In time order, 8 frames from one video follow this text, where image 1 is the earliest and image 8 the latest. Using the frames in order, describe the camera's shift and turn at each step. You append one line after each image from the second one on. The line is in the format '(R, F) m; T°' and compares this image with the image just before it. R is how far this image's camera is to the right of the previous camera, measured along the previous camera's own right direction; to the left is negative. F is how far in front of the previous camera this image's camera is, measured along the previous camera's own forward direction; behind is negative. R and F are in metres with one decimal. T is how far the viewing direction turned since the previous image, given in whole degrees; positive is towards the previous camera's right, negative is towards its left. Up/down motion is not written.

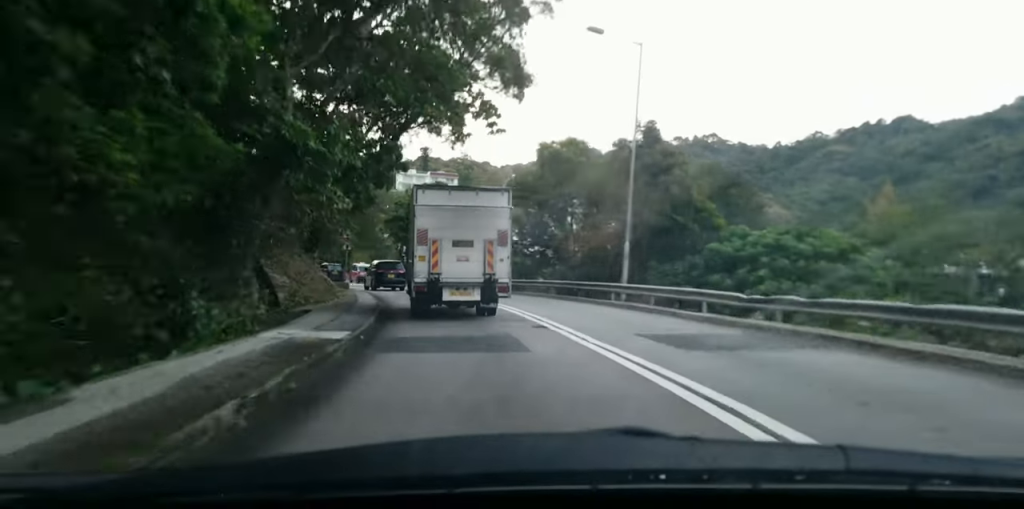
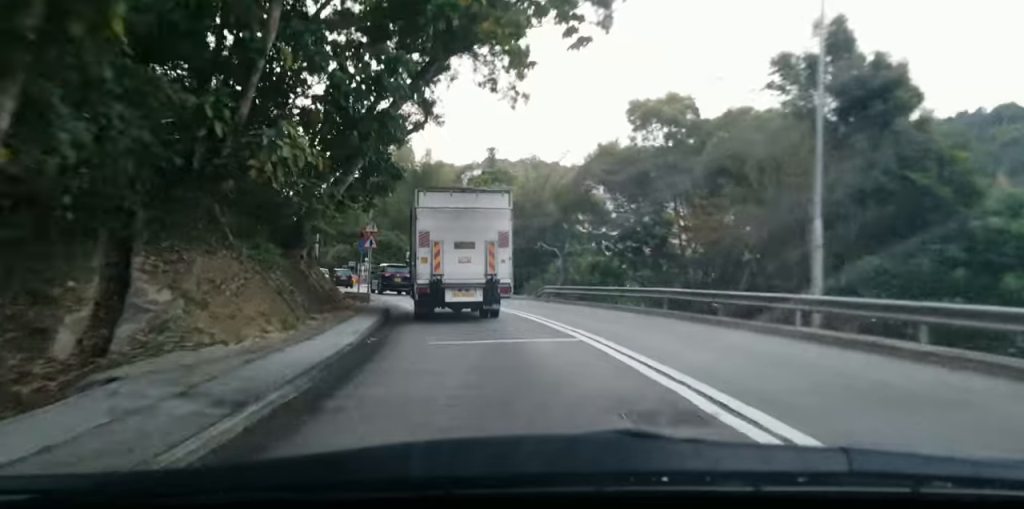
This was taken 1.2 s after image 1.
(0.0, +12.0) m; 0°
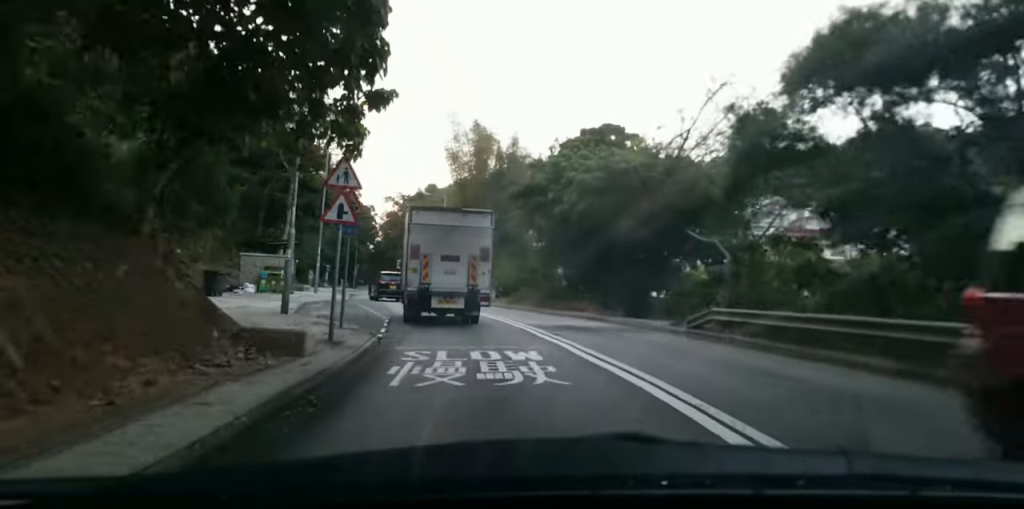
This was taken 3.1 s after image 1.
(-0.3, +18.5) m; -5°
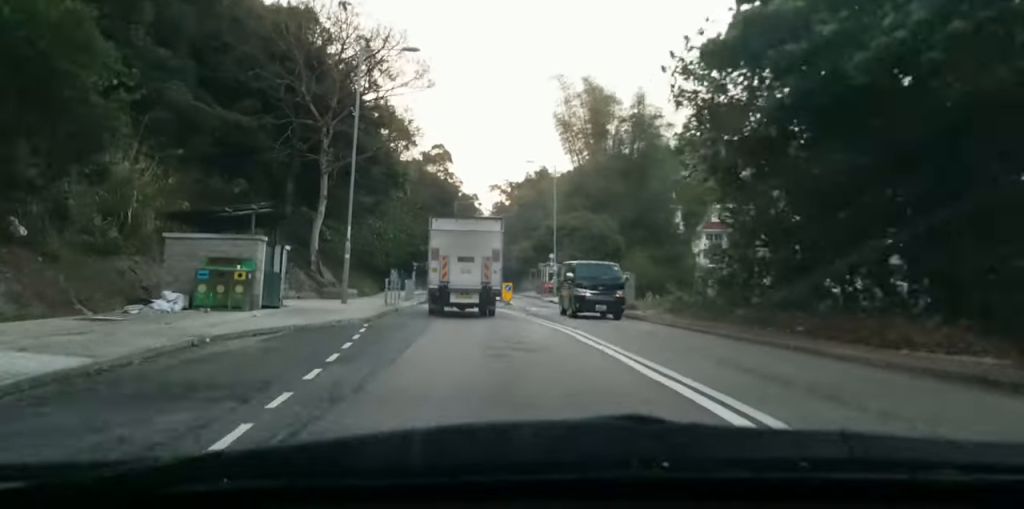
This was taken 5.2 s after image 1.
(-2.3, +20.0) m; -13°
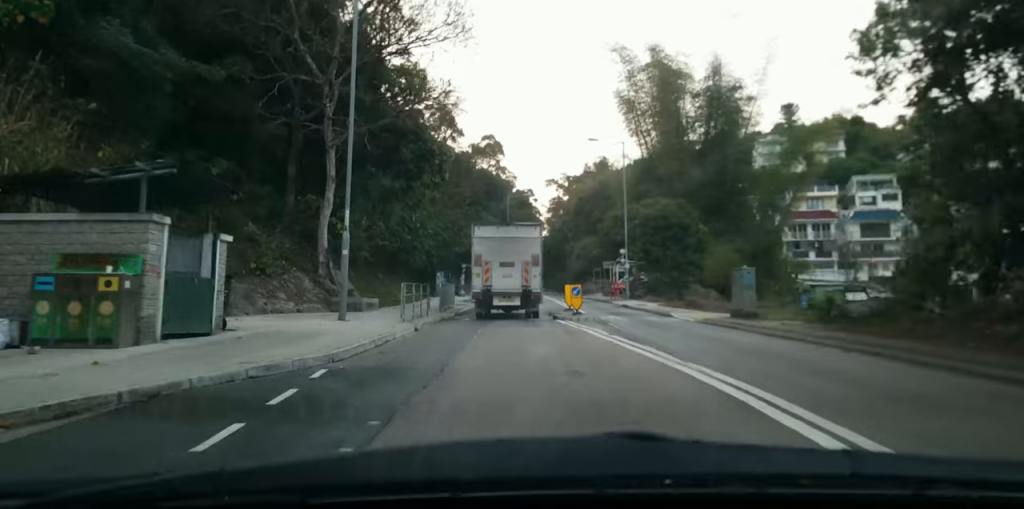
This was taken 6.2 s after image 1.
(-0.4, +9.2) m; -5°
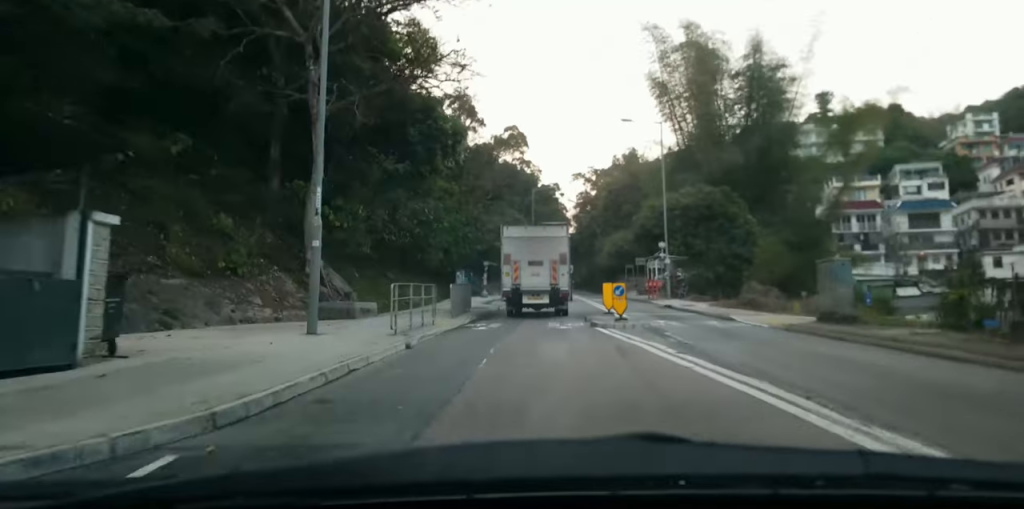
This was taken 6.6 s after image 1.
(-0.2, +5.0) m; -2°
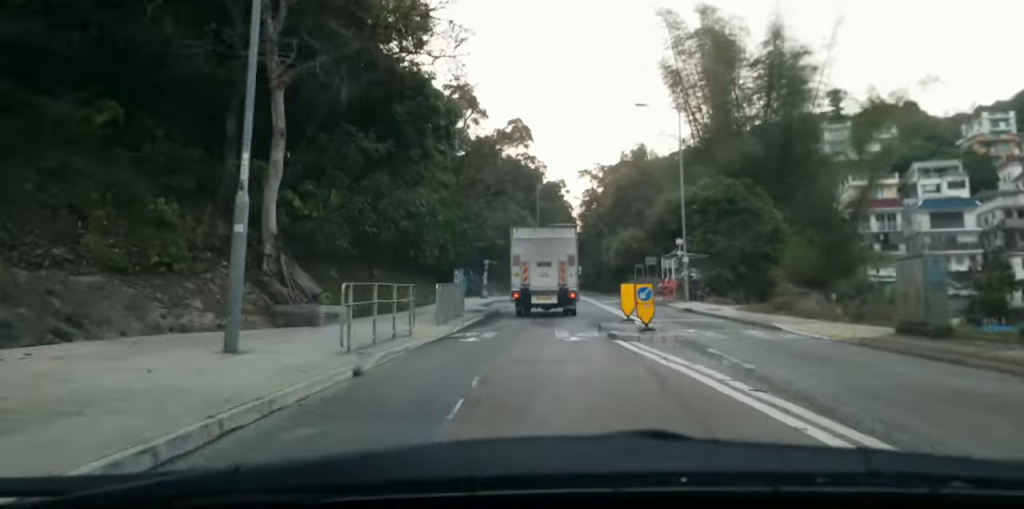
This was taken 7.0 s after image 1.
(0.0, +4.4) m; 0°
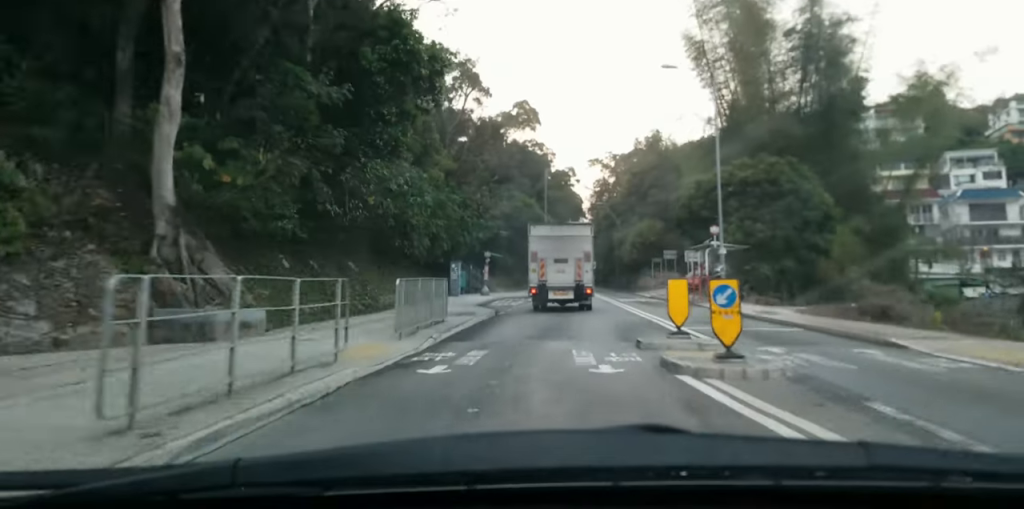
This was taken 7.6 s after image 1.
(-0.1, +6.7) m; +1°
